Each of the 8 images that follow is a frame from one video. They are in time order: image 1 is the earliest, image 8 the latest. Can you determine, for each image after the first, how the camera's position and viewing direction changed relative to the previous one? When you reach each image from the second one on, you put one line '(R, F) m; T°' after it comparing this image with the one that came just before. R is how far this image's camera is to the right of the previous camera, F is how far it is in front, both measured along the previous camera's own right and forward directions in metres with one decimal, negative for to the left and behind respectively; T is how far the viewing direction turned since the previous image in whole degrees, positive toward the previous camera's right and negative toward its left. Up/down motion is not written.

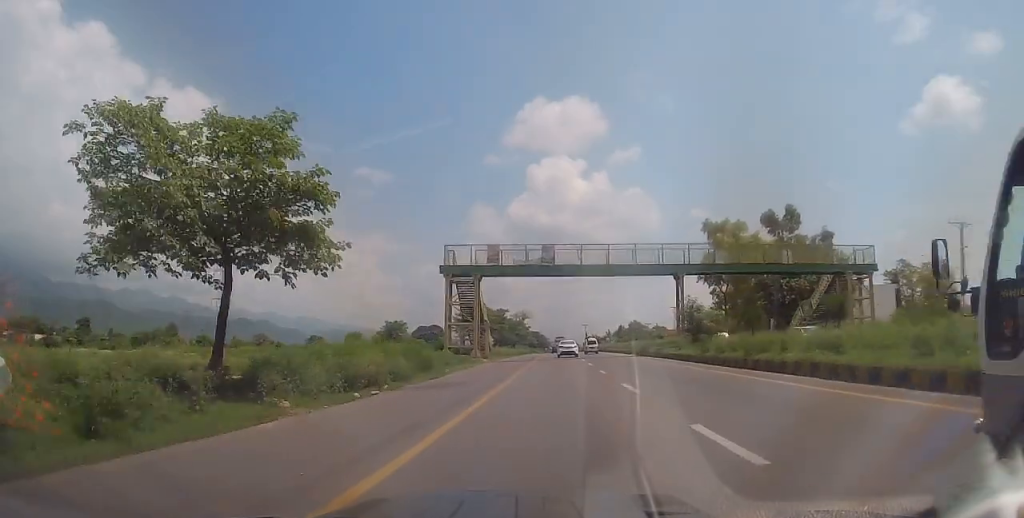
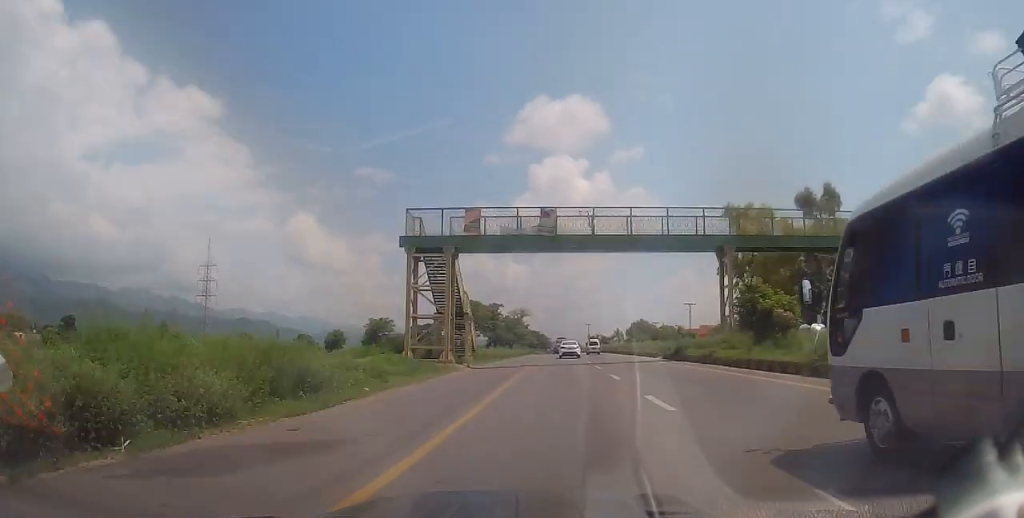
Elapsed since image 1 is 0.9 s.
(+0.1, +13.1) m; 0°
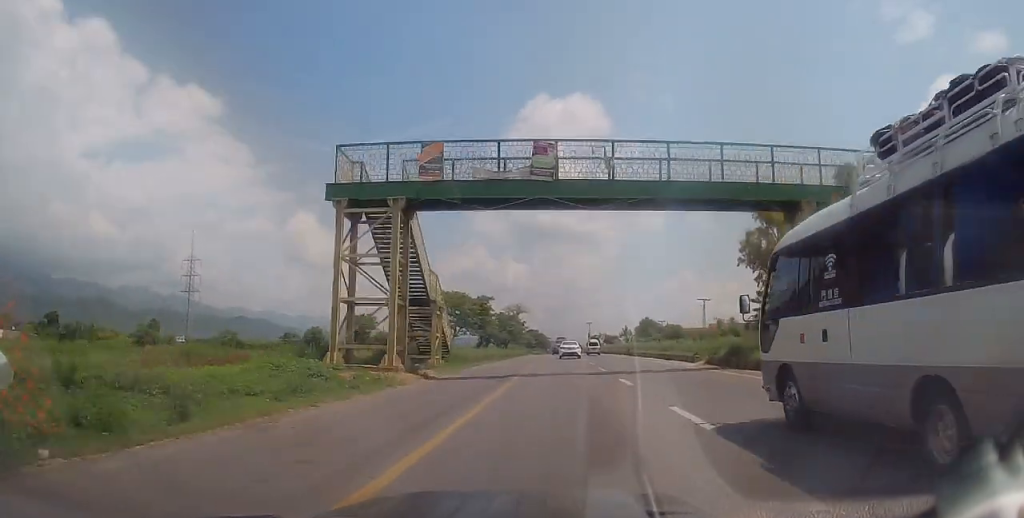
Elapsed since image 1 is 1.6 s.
(-0.1, +11.7) m; -1°
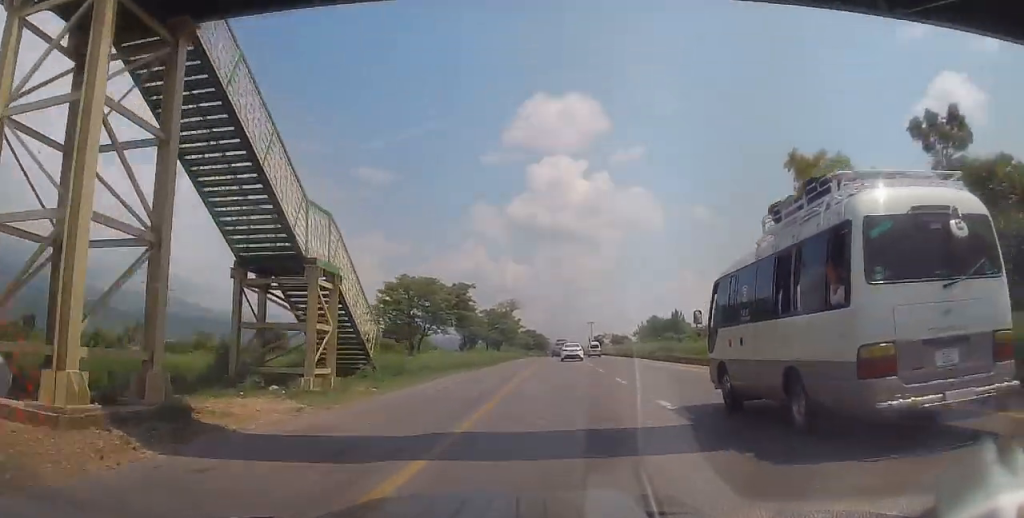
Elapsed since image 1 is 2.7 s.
(-0.3, +16.4) m; 0°
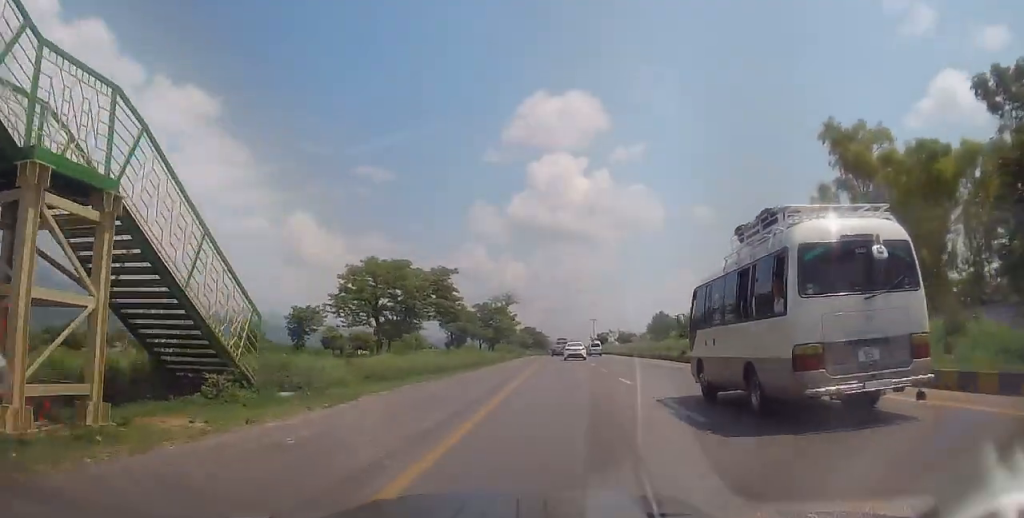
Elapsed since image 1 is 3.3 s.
(+0.1, +9.7) m; 0°
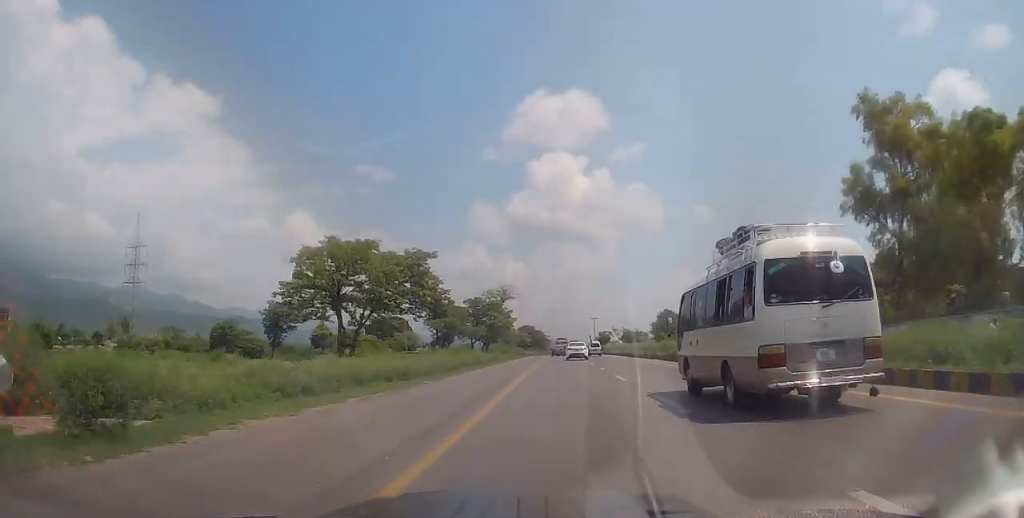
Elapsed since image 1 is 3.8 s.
(+0.1, +7.6) m; +1°
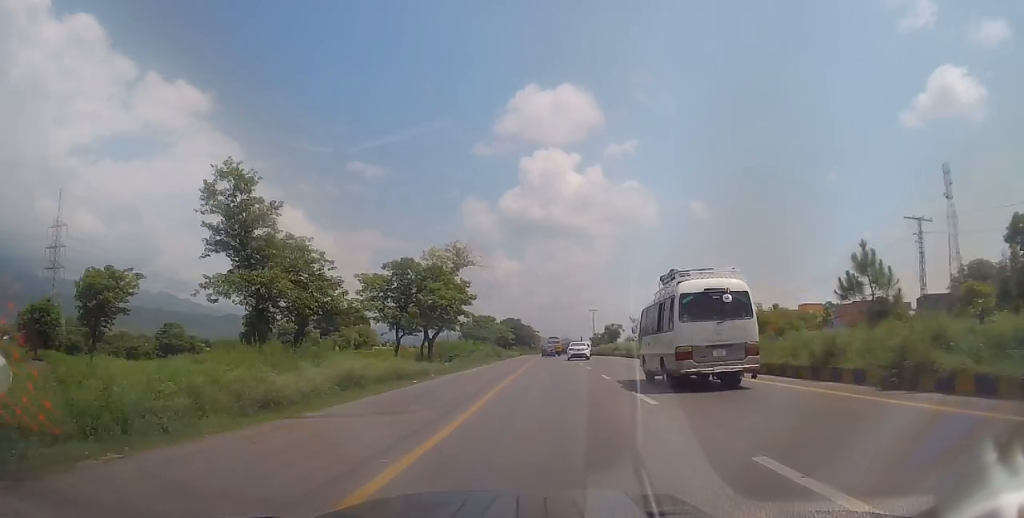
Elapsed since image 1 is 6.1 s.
(+0.9, +34.3) m; +1°
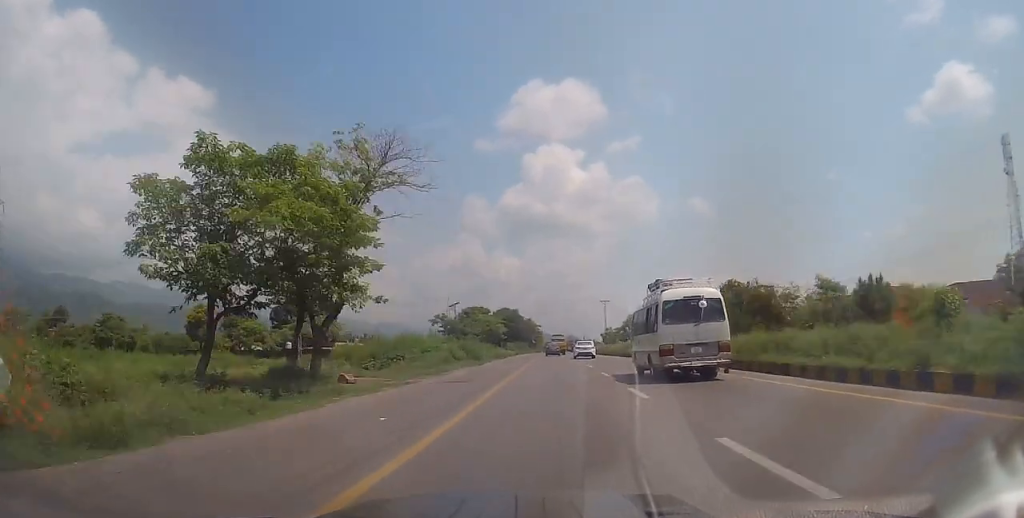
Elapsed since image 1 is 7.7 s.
(-0.6, +25.8) m; -1°
